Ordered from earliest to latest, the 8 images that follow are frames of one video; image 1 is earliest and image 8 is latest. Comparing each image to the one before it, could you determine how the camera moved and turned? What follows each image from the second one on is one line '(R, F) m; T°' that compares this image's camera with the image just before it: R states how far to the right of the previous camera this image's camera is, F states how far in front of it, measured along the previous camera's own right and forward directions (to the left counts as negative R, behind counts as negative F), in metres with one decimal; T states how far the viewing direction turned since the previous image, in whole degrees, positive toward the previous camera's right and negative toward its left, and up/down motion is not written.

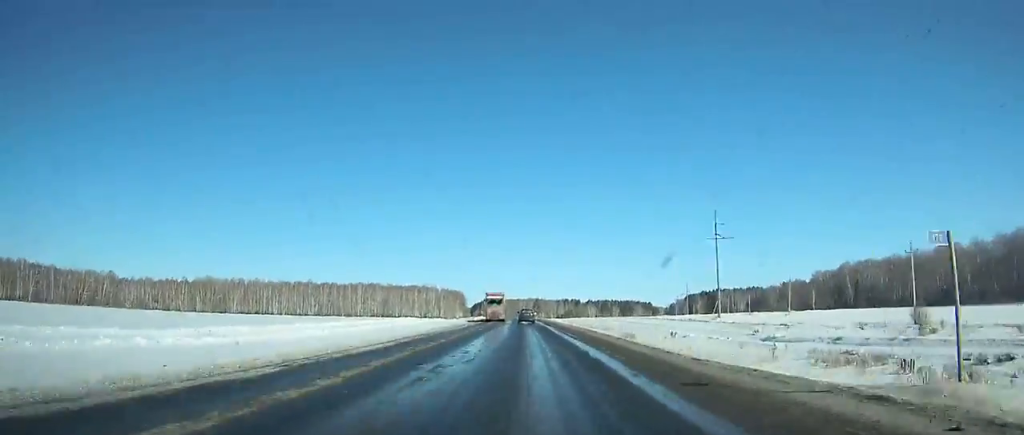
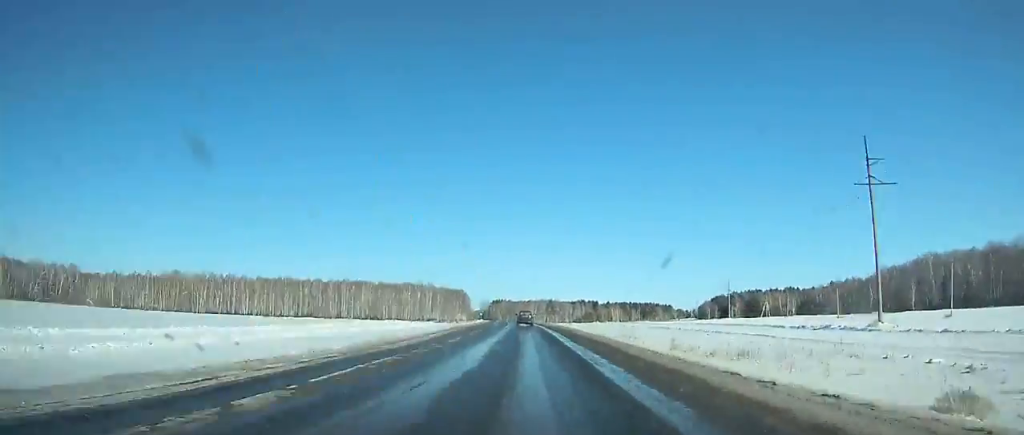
(-0.5, +53.7) m; -1°
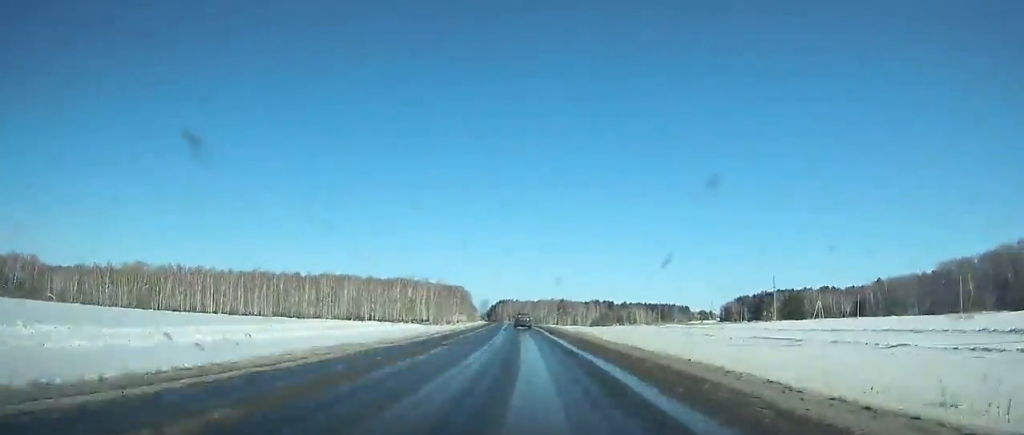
(-0.2, +44.7) m; -1°
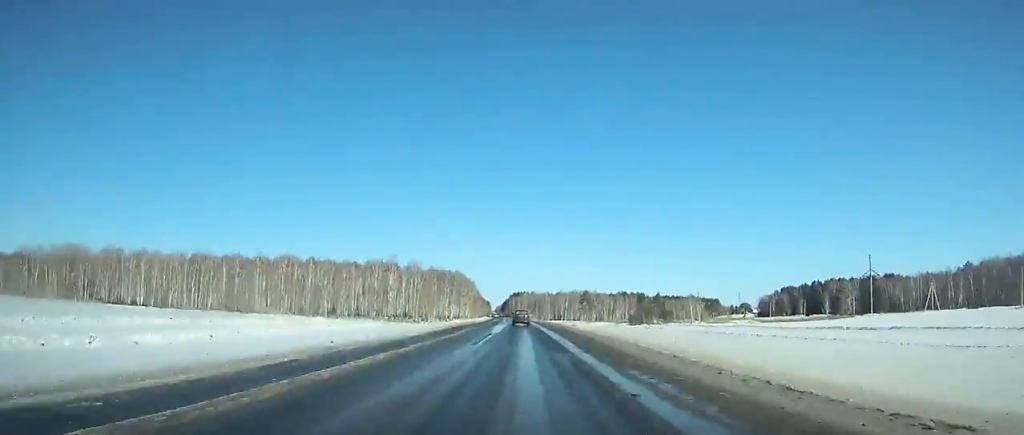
(-0.9, +63.6) m; -1°
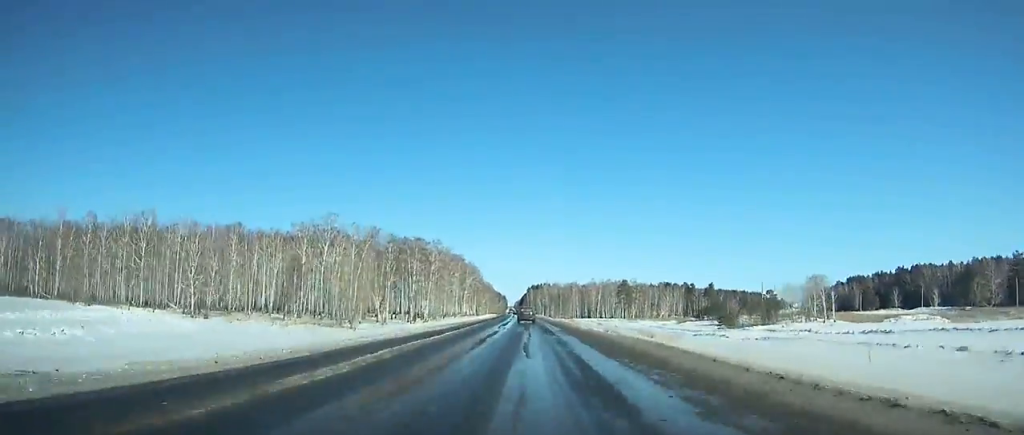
(-1.0, +79.7) m; -2°
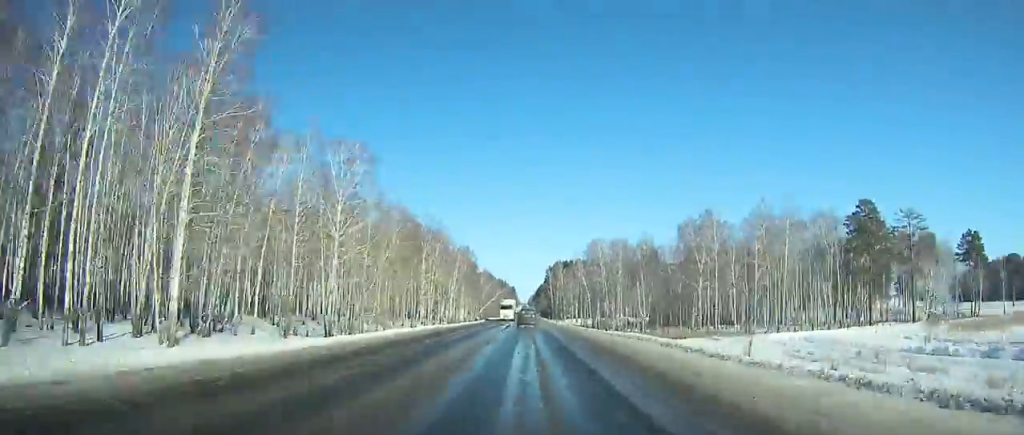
(-4.6, +197.3) m; -2°
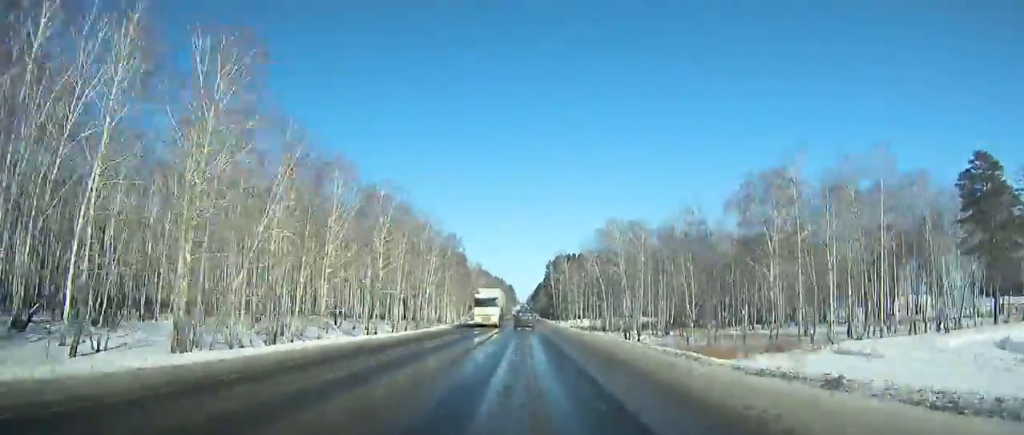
(0.0, +26.7) m; 0°
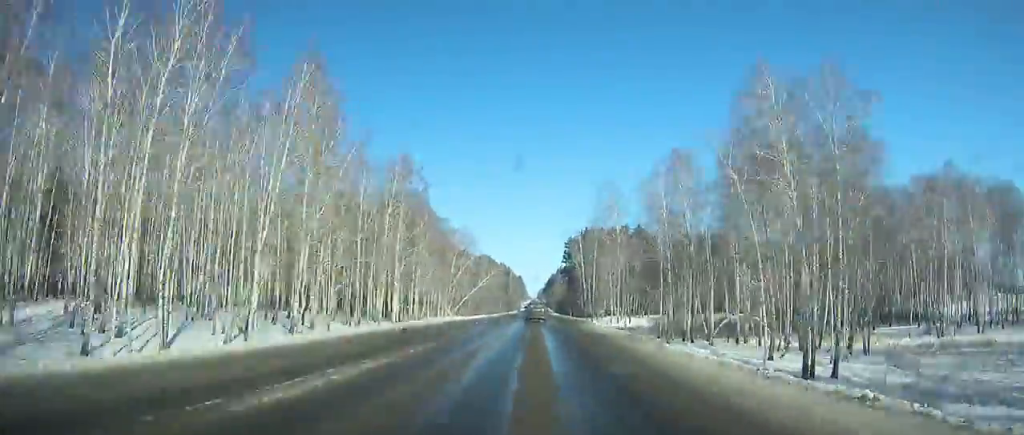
(-0.1, +61.4) m; 0°
